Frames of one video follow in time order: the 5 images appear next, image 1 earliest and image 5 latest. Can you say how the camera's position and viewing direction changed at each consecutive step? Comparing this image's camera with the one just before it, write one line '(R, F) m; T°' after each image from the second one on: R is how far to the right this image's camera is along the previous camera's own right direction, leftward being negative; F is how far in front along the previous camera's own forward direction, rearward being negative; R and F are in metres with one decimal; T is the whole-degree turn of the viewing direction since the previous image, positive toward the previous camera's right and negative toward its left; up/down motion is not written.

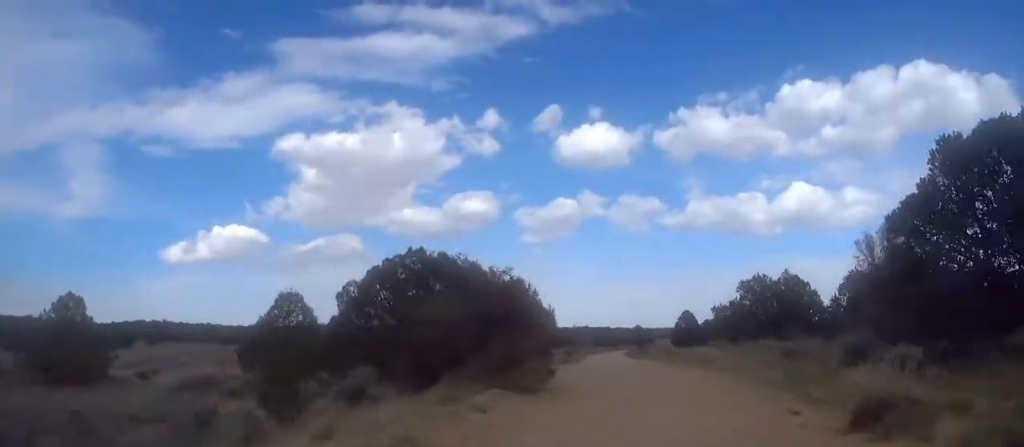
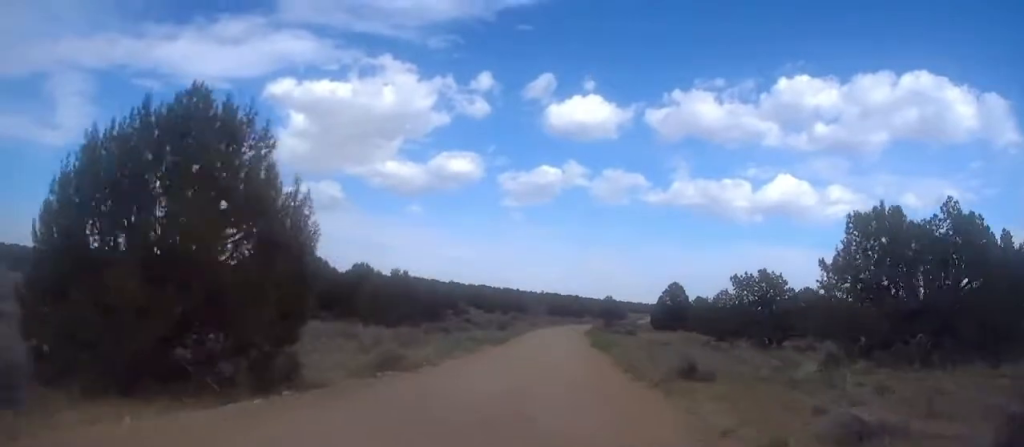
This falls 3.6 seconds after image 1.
(+3.1, +29.7) m; +7°
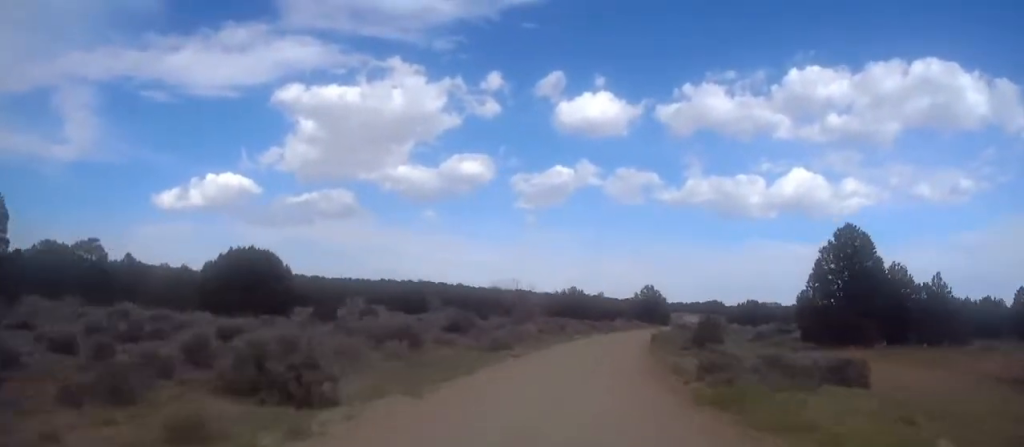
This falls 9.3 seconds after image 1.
(-1.4, +52.6) m; -2°
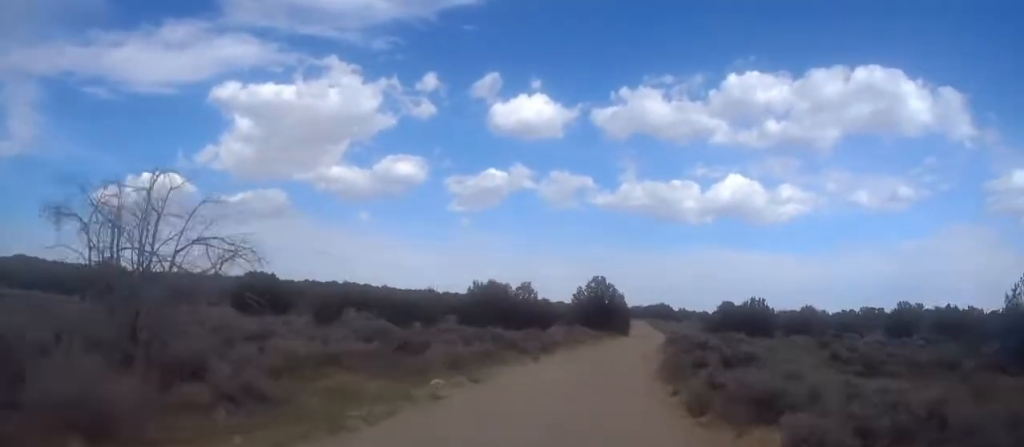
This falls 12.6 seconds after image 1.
(+1.0, +33.3) m; +3°
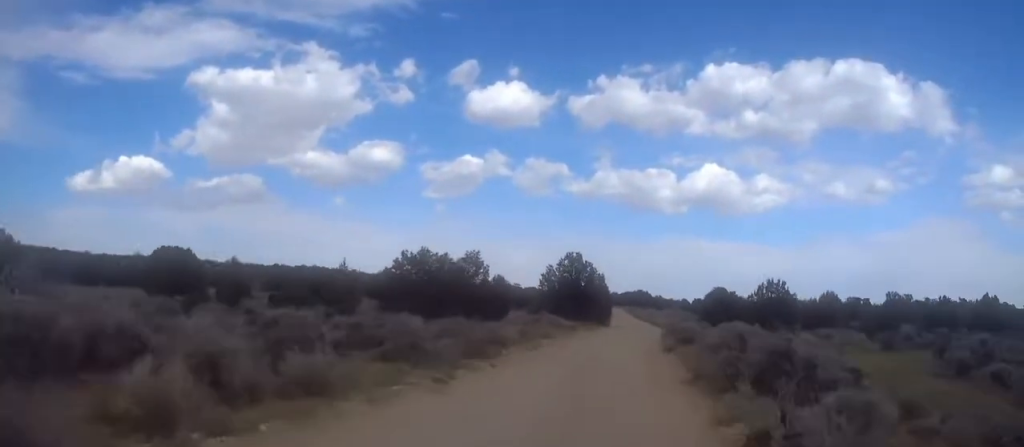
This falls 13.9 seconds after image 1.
(-0.1, +14.3) m; +1°
